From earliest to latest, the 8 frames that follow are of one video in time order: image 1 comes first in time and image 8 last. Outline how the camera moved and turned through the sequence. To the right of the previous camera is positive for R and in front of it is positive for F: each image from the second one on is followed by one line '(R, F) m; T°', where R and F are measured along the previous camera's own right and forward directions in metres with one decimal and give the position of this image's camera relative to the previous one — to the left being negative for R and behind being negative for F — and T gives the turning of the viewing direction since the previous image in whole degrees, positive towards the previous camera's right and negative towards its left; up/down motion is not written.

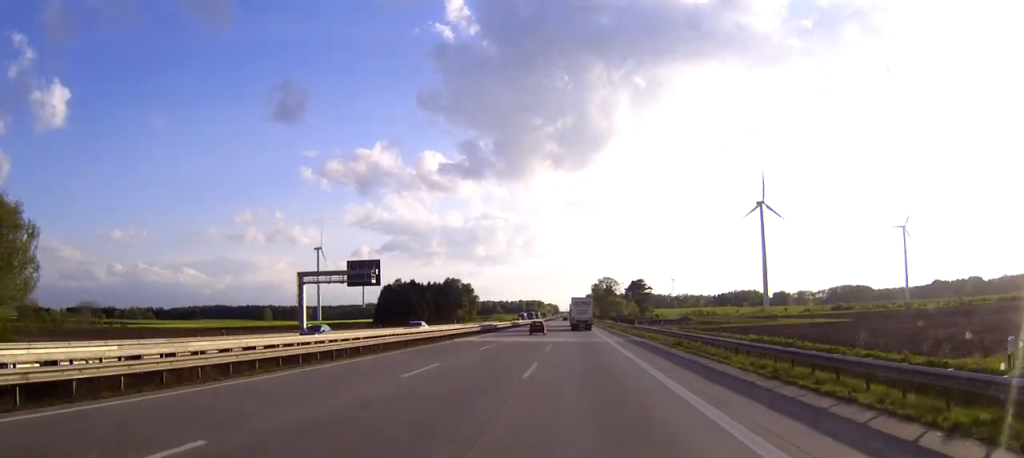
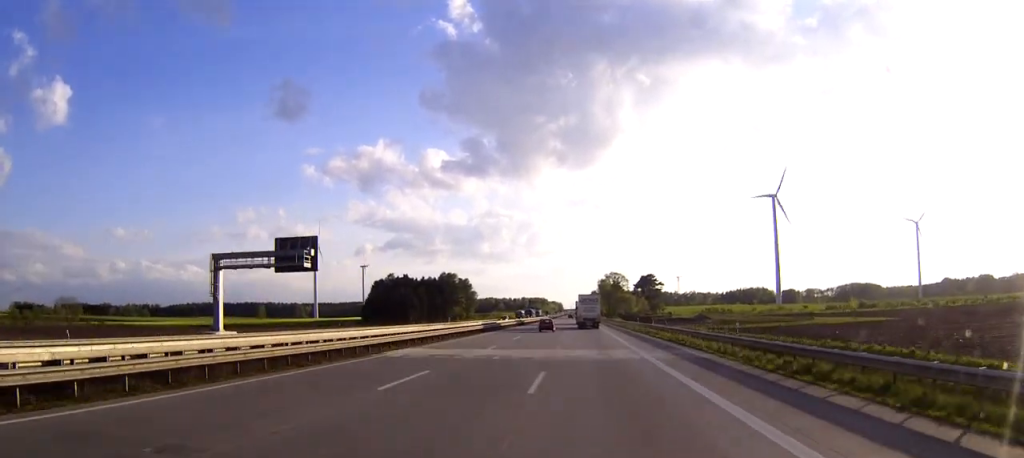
(-0.1, +22.4) m; 0°
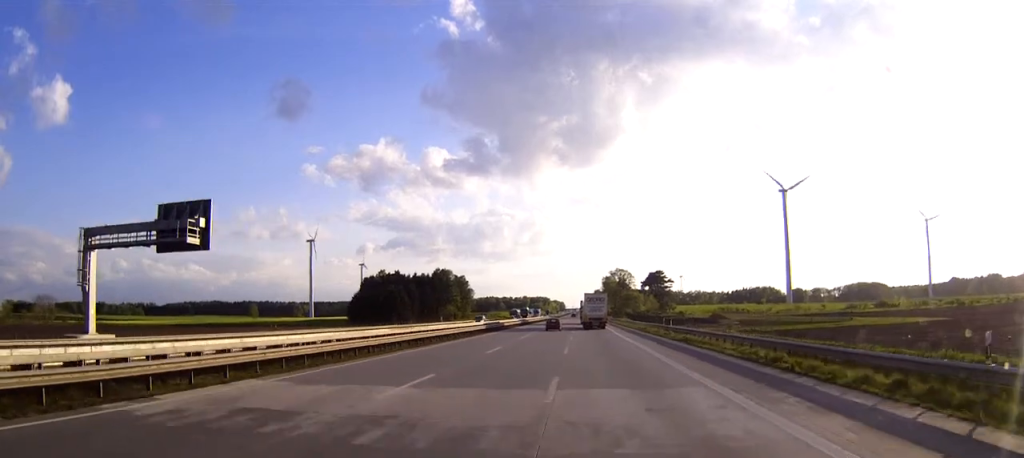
(-0.1, +19.7) m; 0°
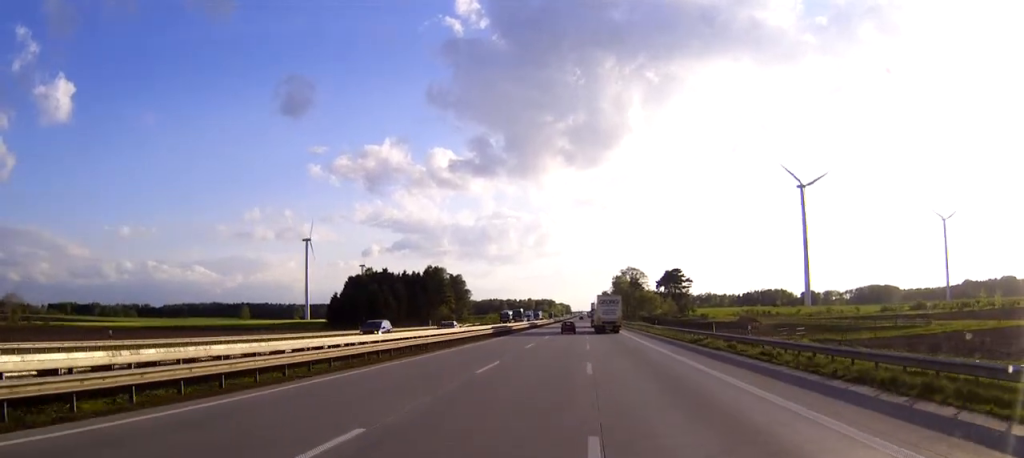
(-0.1, +28.1) m; 0°
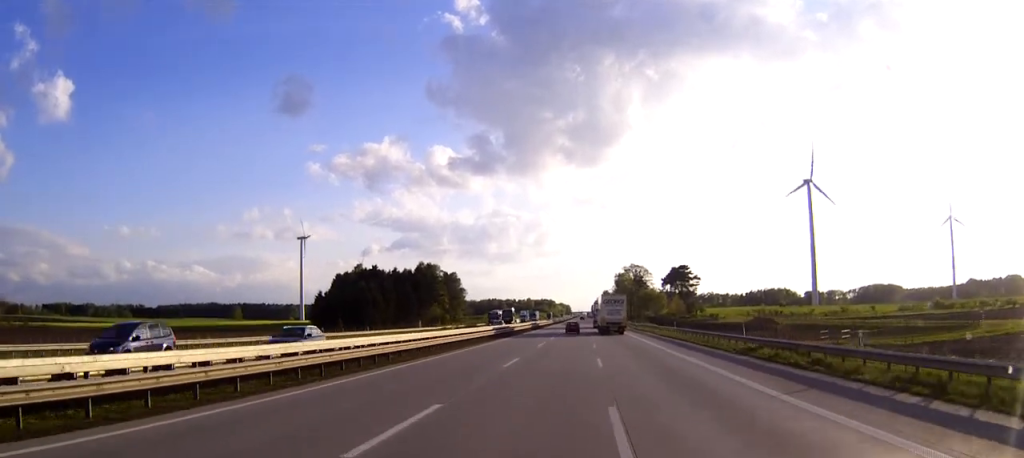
(0.0, +14.0) m; 0°
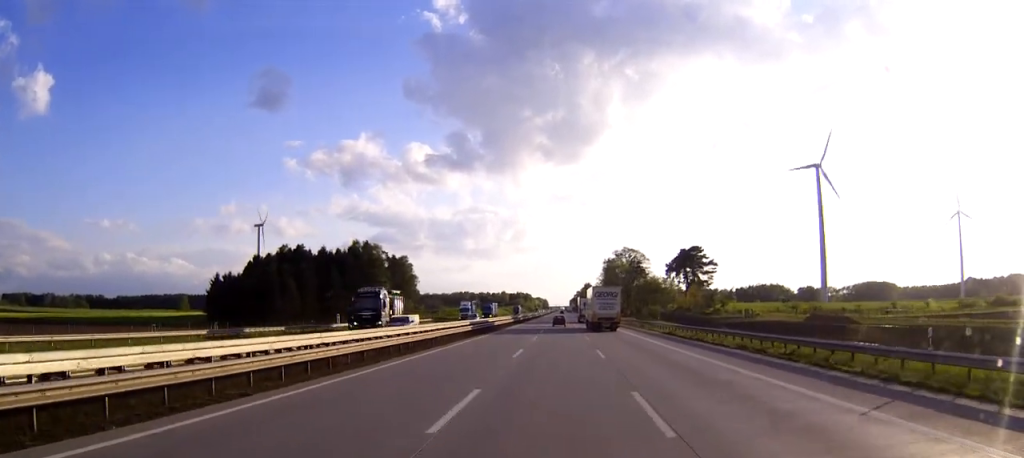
(+0.6, +52.1) m; +1°
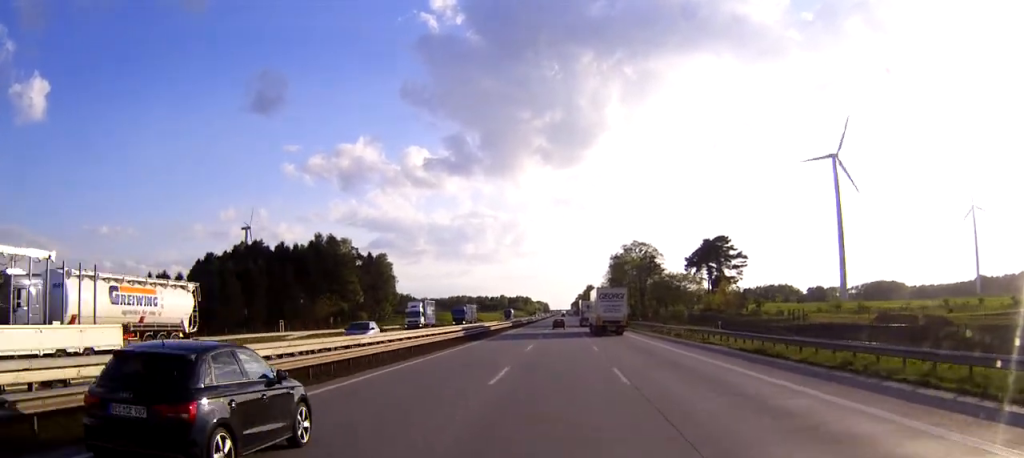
(+0.1, +27.9) m; +1°
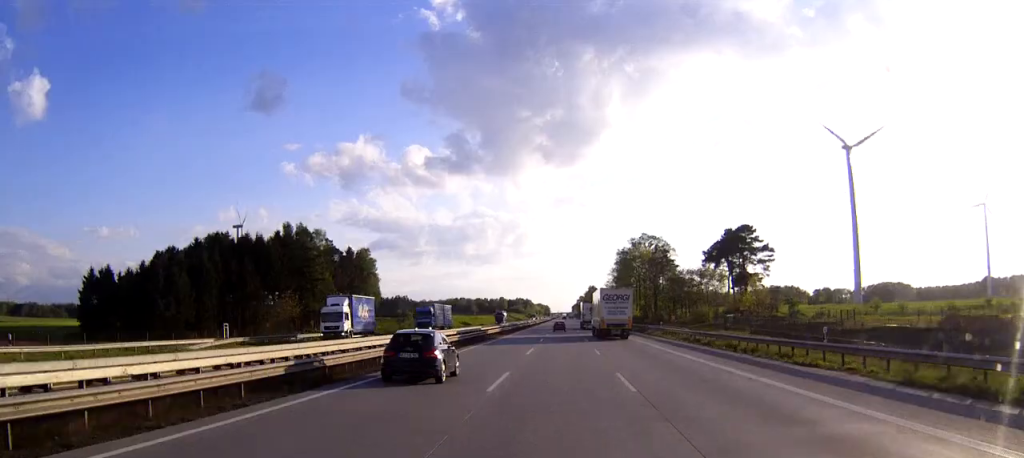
(0.0, +18.6) m; 0°
